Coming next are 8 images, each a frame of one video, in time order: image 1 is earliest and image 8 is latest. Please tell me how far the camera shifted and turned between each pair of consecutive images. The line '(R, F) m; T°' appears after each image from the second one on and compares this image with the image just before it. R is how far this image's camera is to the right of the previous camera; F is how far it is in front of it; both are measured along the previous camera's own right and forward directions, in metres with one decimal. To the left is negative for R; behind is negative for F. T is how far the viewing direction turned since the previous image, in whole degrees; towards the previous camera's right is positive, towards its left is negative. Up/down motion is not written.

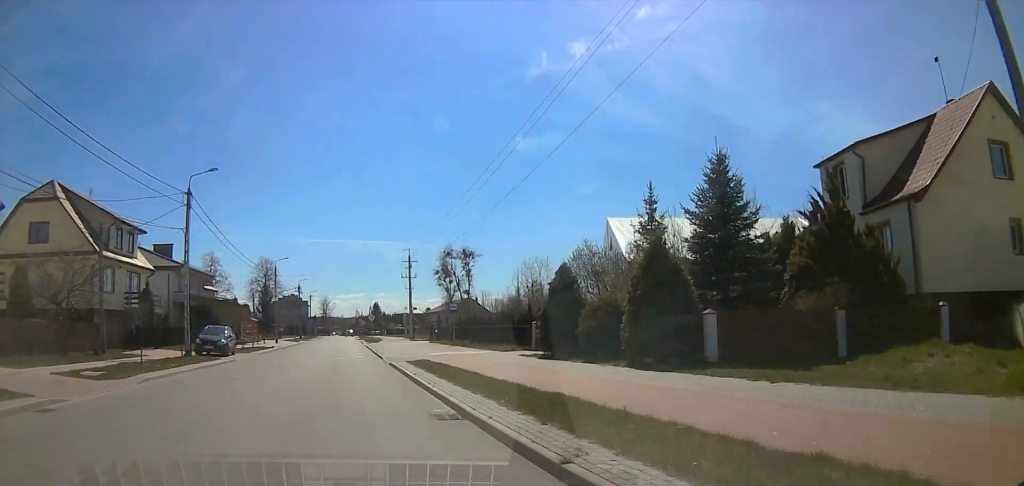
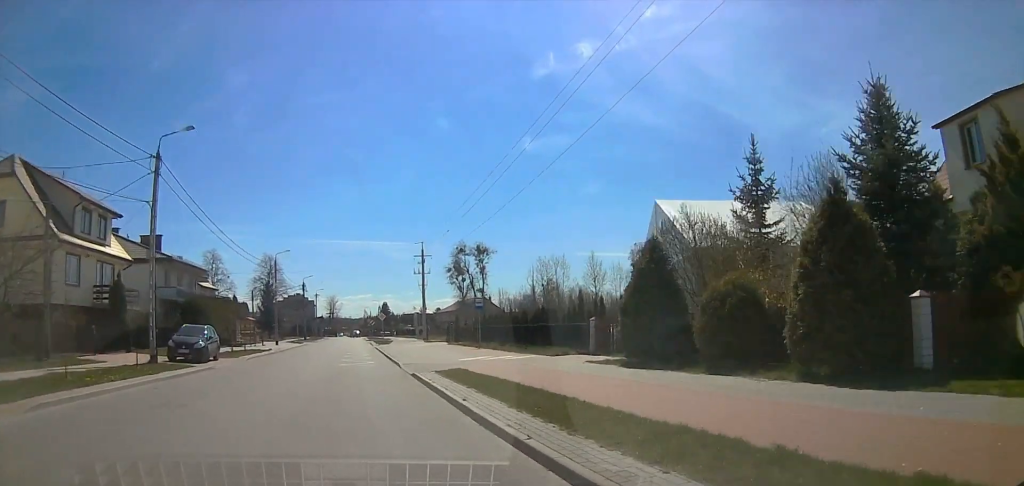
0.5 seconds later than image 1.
(0.0, +6.5) m; 0°
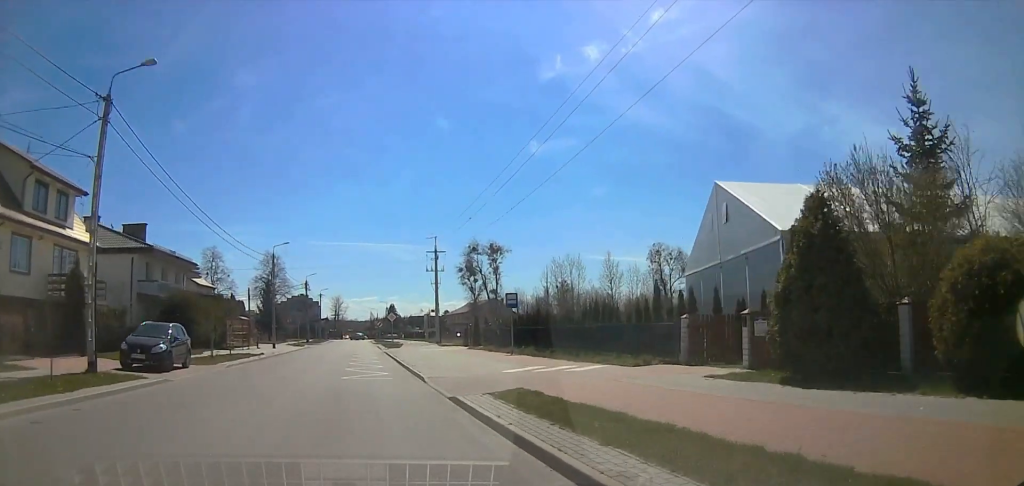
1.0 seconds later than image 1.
(0.0, +7.1) m; 0°
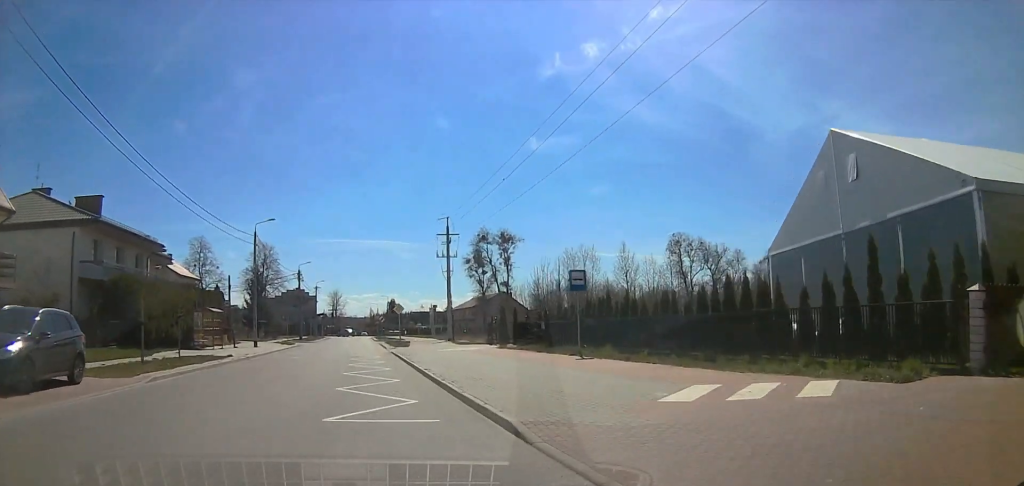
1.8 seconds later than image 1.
(0.0, +10.1) m; 0°
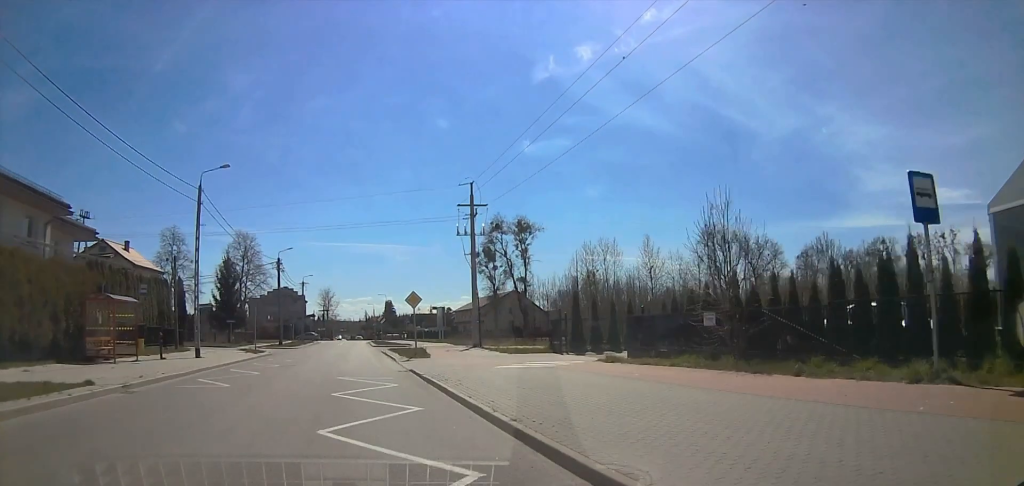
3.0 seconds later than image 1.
(-0.1, +16.1) m; -4°
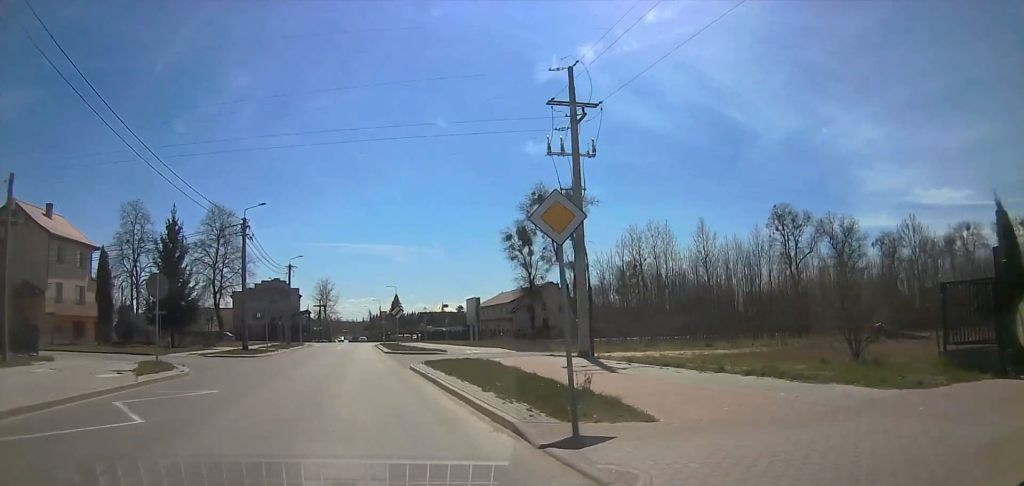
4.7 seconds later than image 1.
(-0.3, +22.2) m; +2°
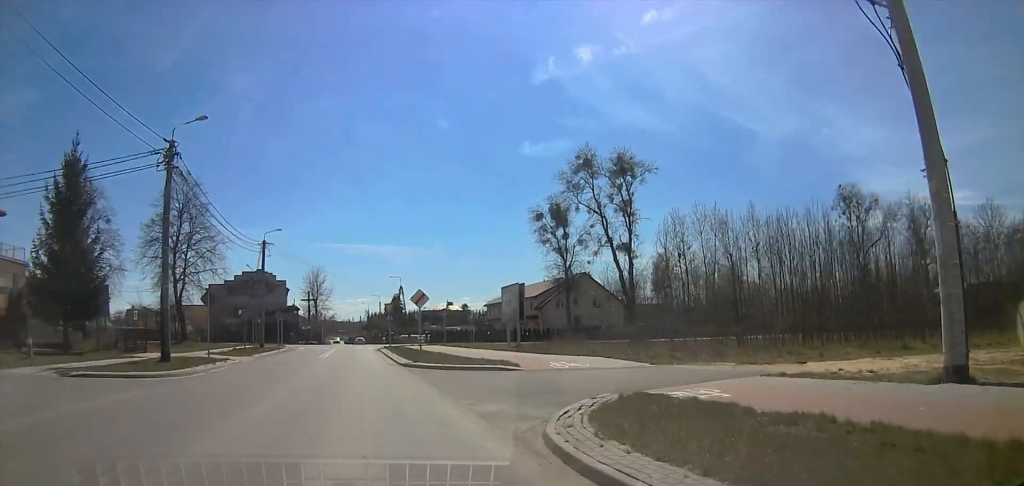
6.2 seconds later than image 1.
(+0.5, +18.1) m; +2°
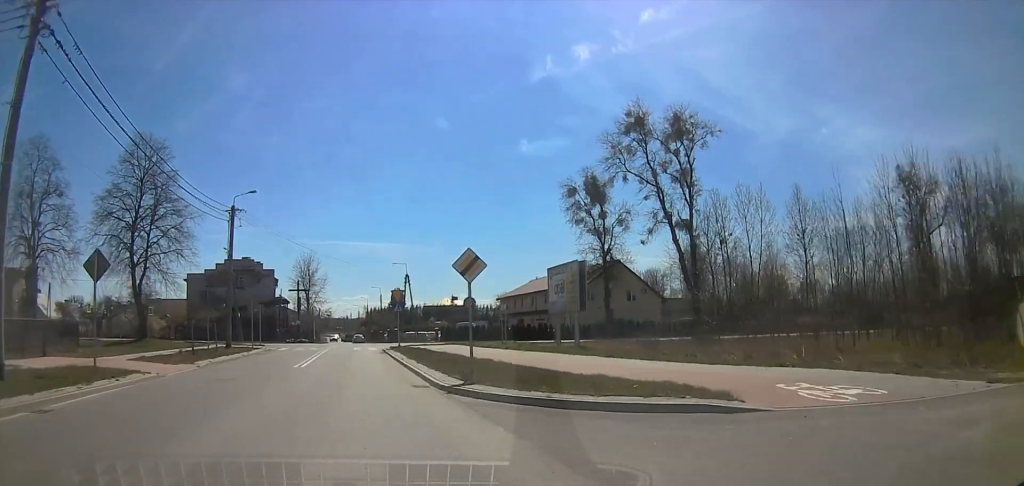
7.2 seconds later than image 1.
(0.0, +12.8) m; 0°
